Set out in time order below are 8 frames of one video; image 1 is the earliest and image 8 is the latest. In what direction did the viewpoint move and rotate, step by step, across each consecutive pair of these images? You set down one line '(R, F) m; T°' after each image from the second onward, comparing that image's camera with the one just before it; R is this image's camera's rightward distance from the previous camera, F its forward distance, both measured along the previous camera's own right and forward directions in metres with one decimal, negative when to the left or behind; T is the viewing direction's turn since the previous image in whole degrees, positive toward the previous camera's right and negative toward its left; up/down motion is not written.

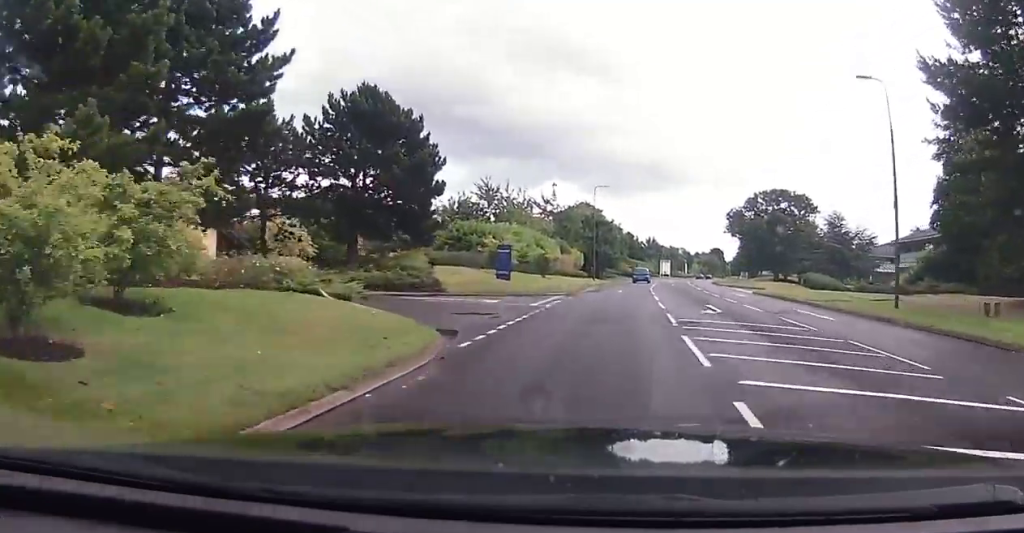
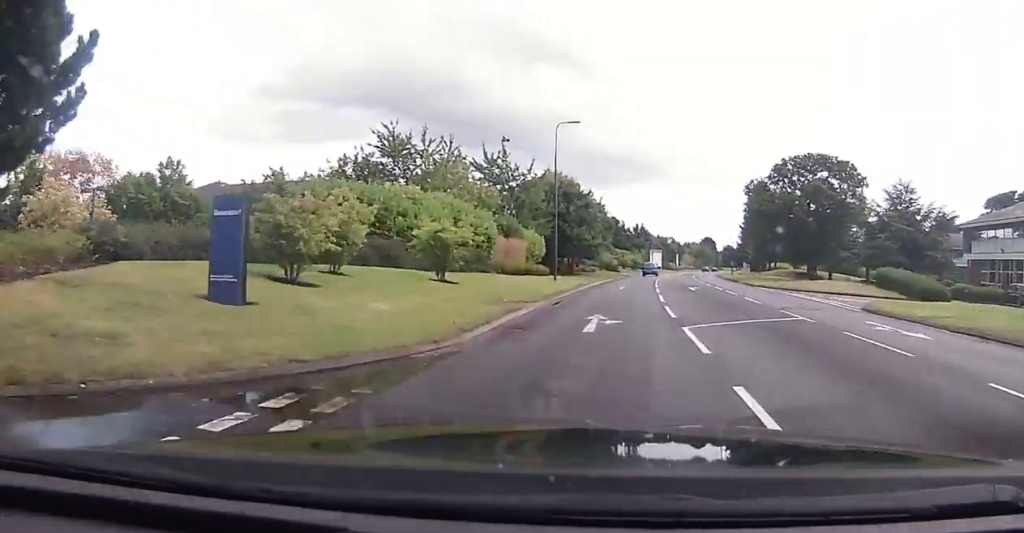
(+0.4, +23.5) m; +6°
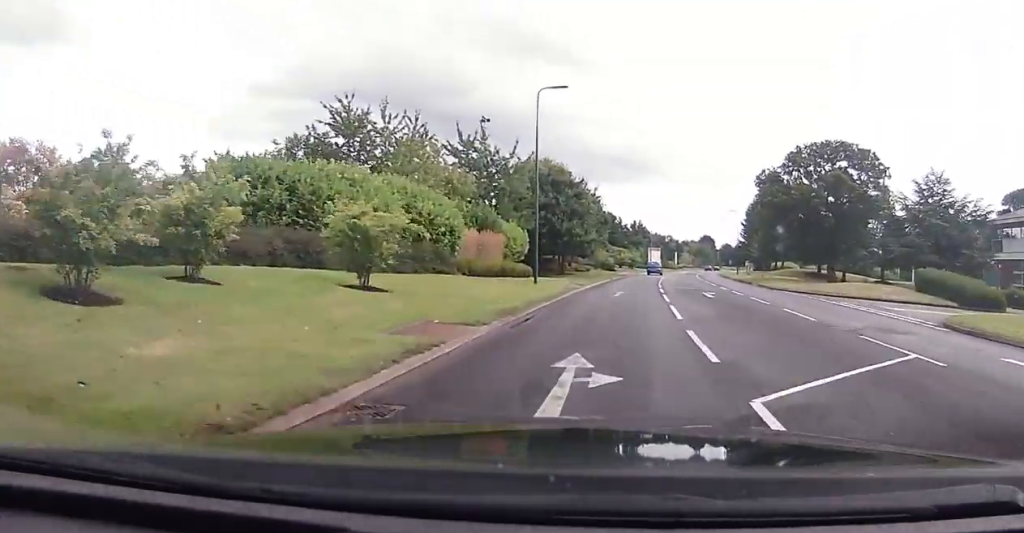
(-0.4, +7.0) m; +5°
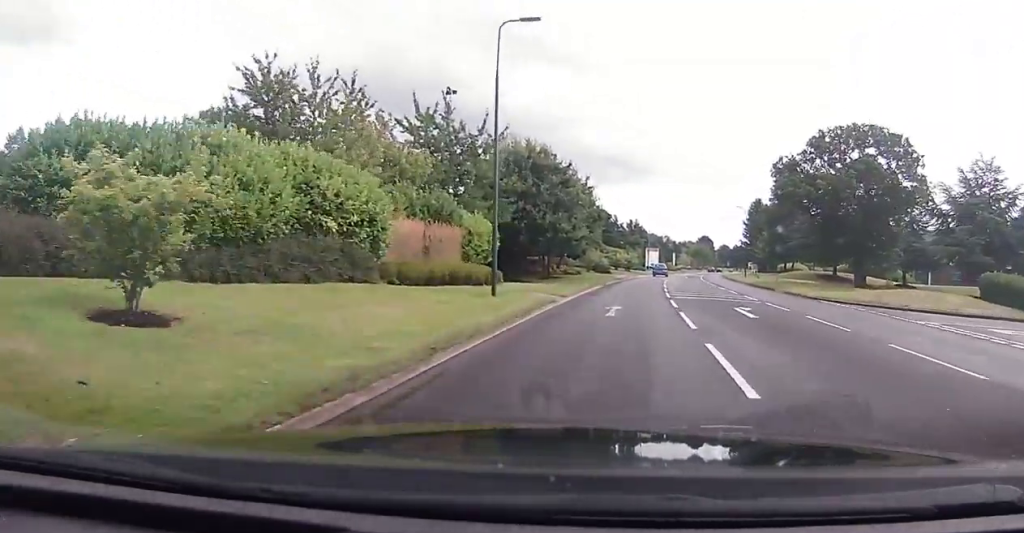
(+0.9, +8.1) m; -3°
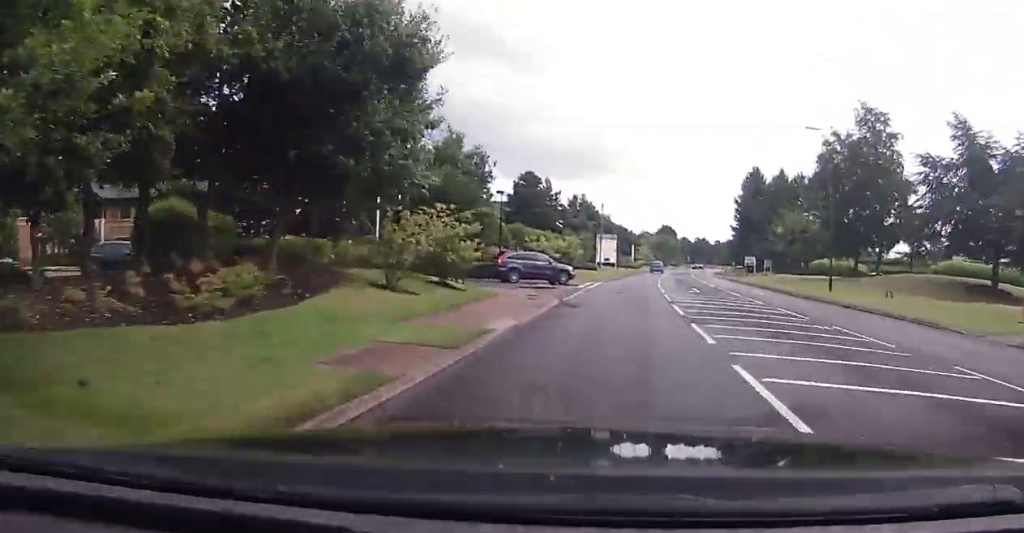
(-6.0, +44.7) m; -3°
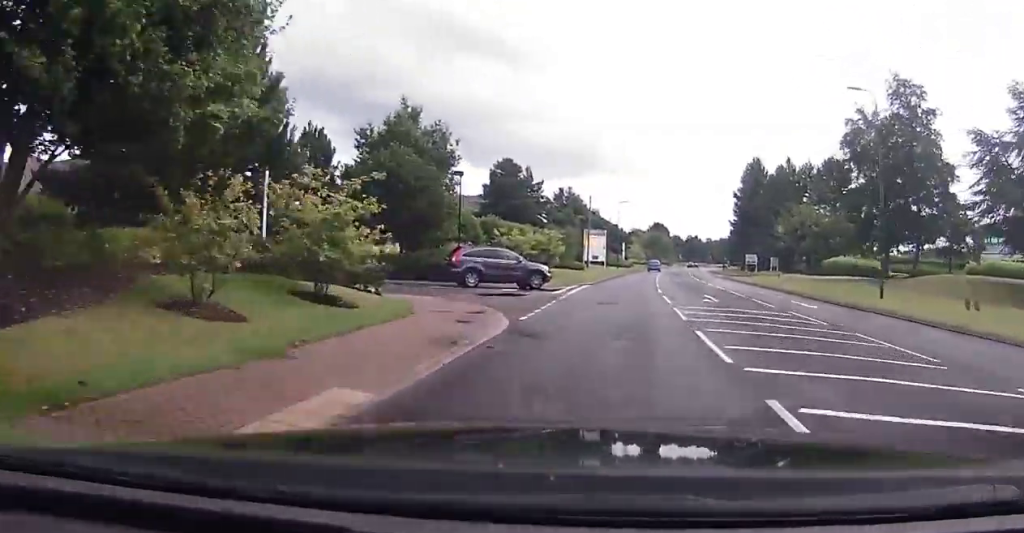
(0.0, +8.1) m; +1°
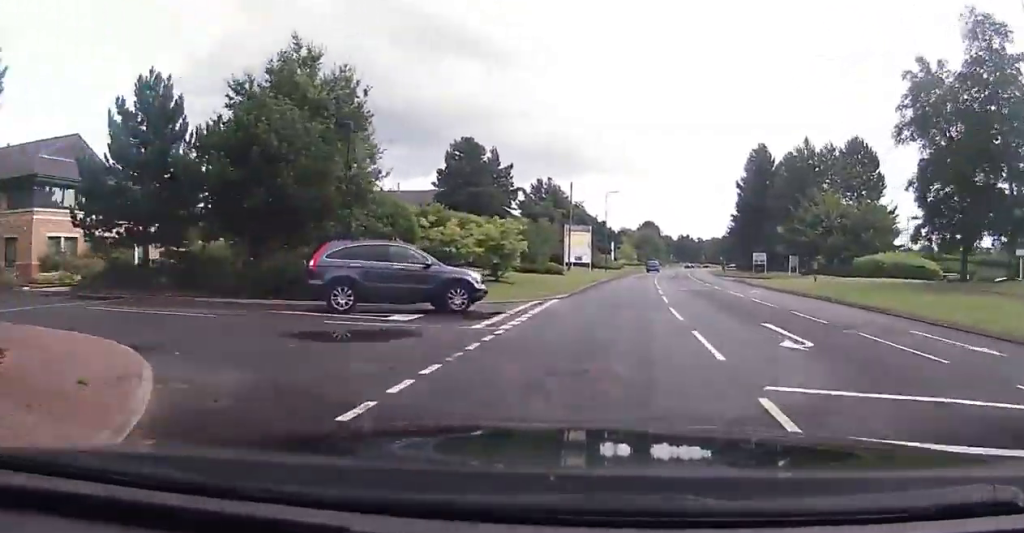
(+0.2, +12.4) m; +5°
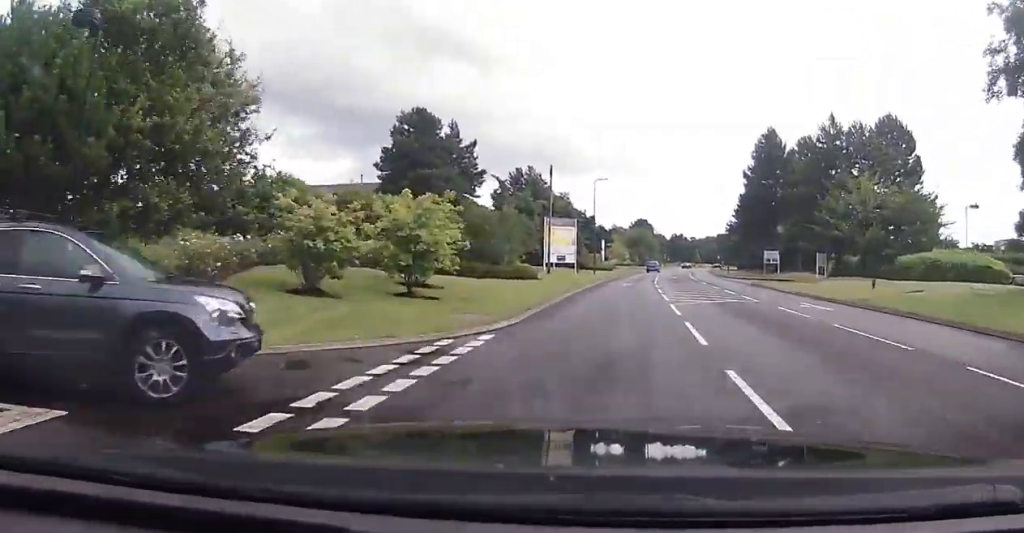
(-0.4, +10.7) m; +6°
